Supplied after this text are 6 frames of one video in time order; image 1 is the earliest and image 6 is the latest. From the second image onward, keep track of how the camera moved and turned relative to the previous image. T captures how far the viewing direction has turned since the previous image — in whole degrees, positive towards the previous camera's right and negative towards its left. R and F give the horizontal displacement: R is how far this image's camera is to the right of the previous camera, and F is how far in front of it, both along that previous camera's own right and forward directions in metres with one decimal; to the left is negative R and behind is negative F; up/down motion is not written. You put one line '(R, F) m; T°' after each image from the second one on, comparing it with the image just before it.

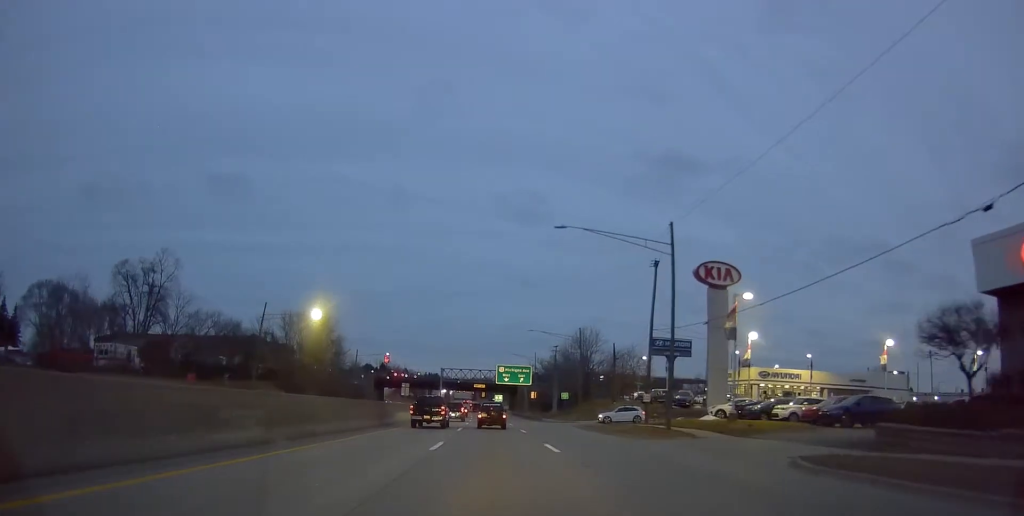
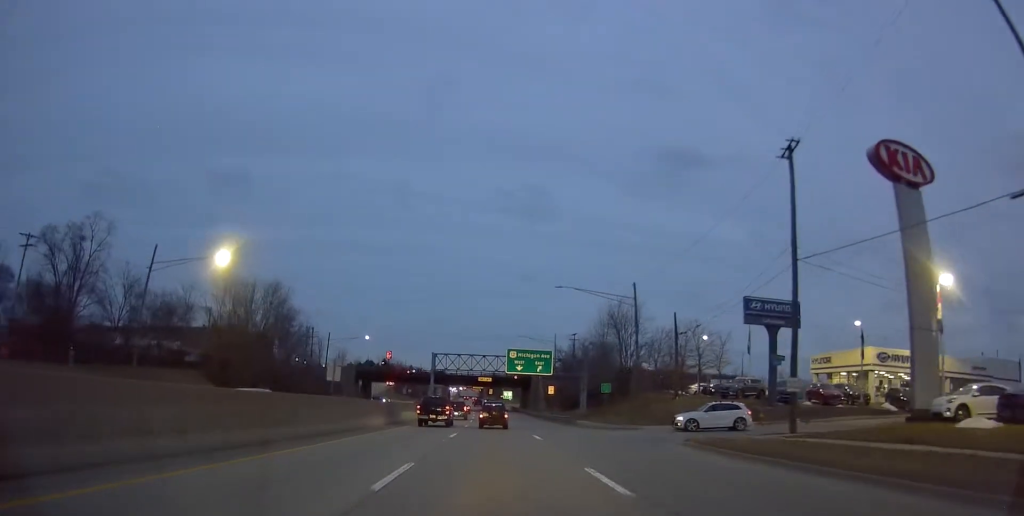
(+0.5, +23.8) m; +1°
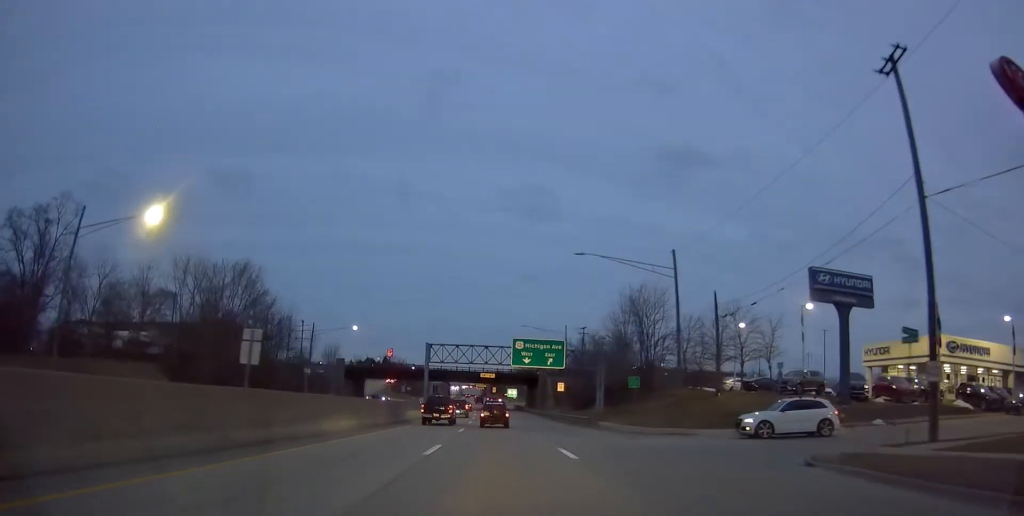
(+0.3, +9.5) m; -1°
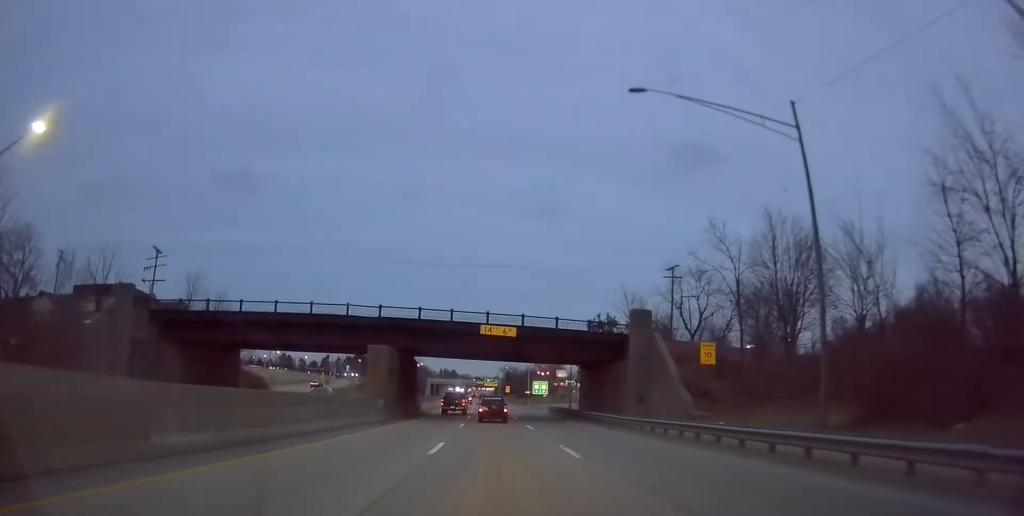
(-1.6, +61.8) m; -1°
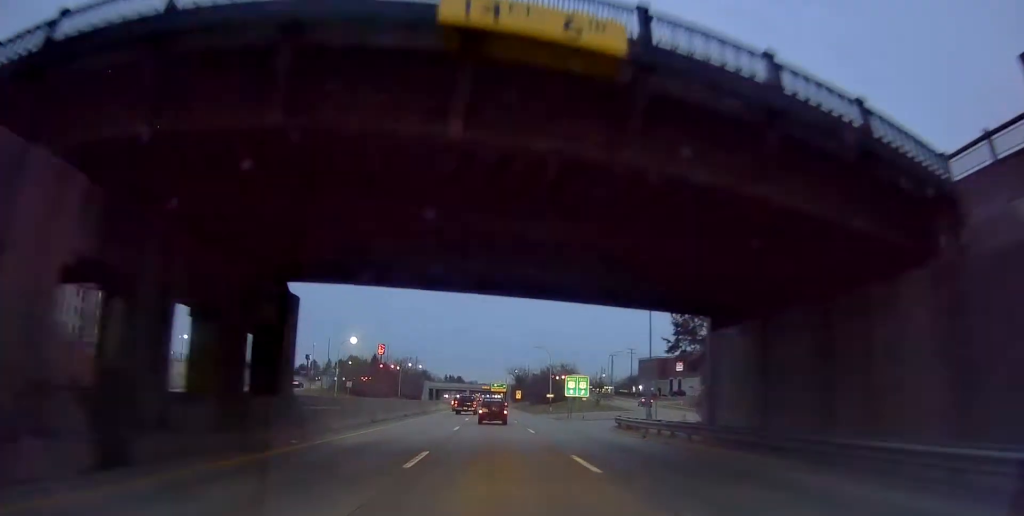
(-0.7, +34.1) m; -2°
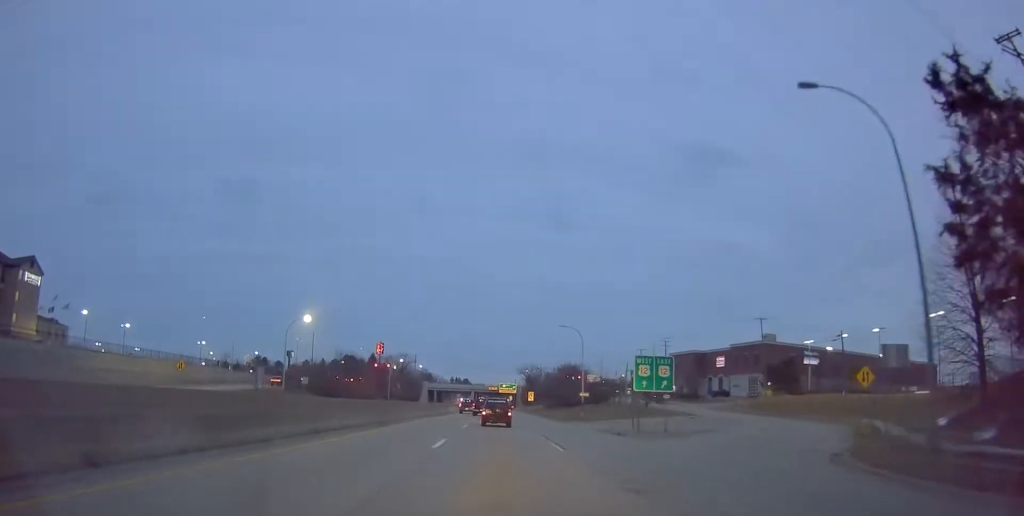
(-0.3, +25.1) m; 0°
